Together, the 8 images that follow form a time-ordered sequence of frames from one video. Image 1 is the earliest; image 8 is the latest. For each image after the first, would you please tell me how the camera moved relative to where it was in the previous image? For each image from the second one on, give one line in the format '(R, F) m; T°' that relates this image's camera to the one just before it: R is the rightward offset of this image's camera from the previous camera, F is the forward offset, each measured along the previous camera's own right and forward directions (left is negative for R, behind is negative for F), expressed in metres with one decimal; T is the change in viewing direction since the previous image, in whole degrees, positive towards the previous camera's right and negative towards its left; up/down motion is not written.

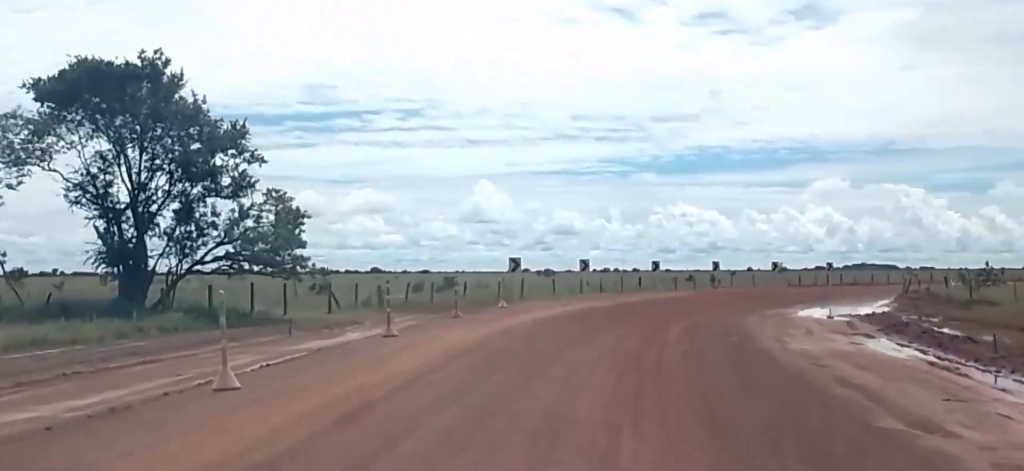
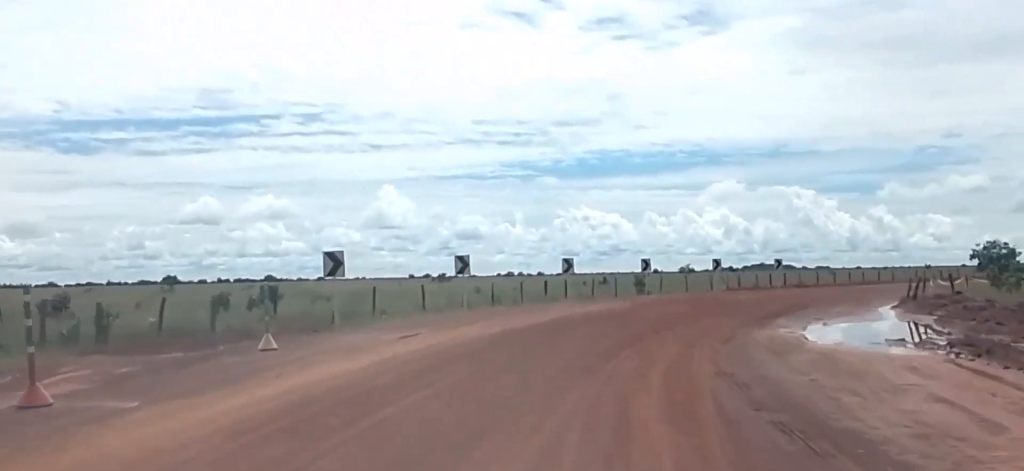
(+0.6, +16.9) m; +4°
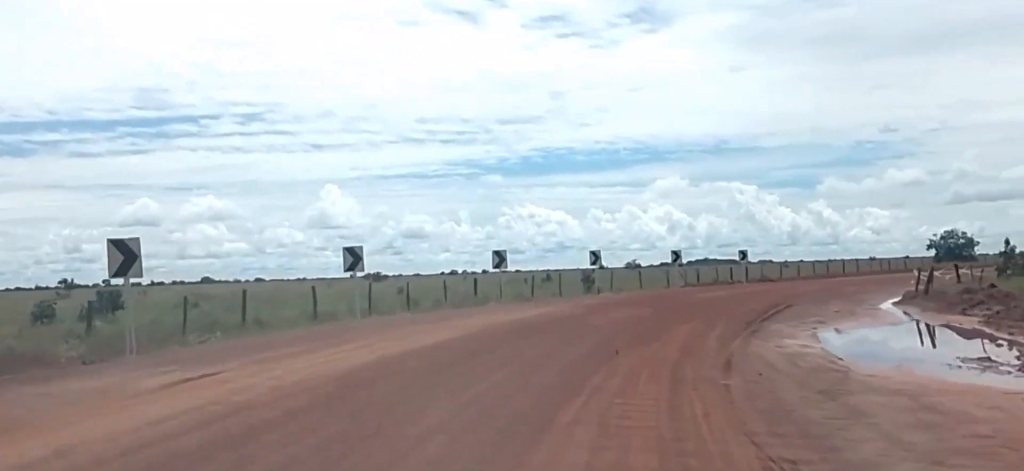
(+0.2, +8.6) m; +3°
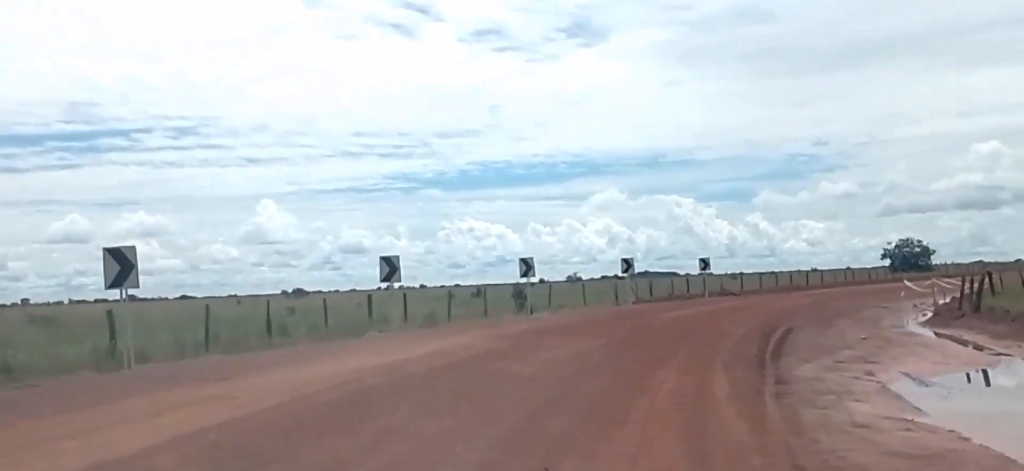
(+0.4, +11.9) m; +4°
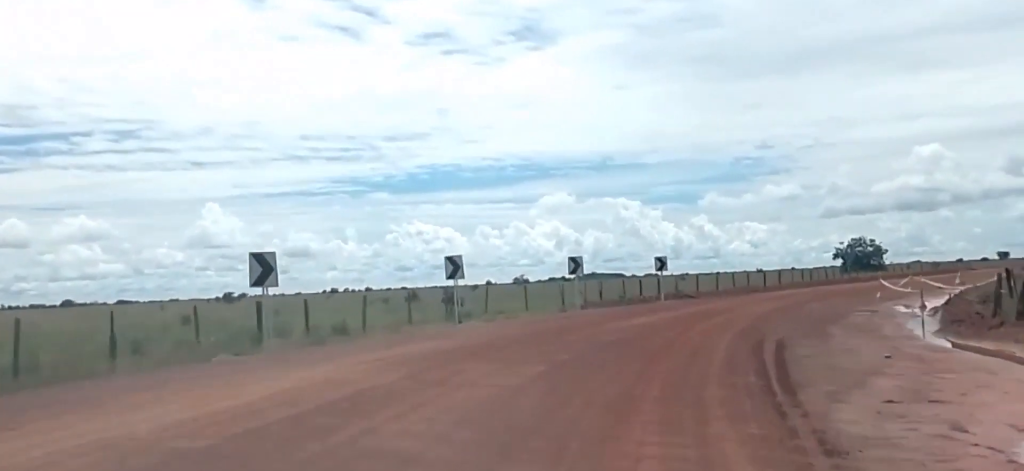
(+0.1, +8.6) m; +3°
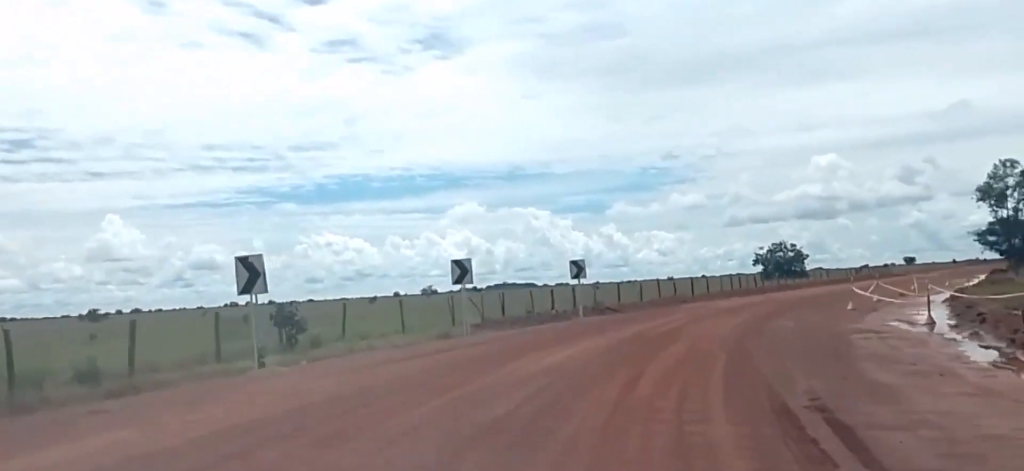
(+0.6, +16.7) m; +4°
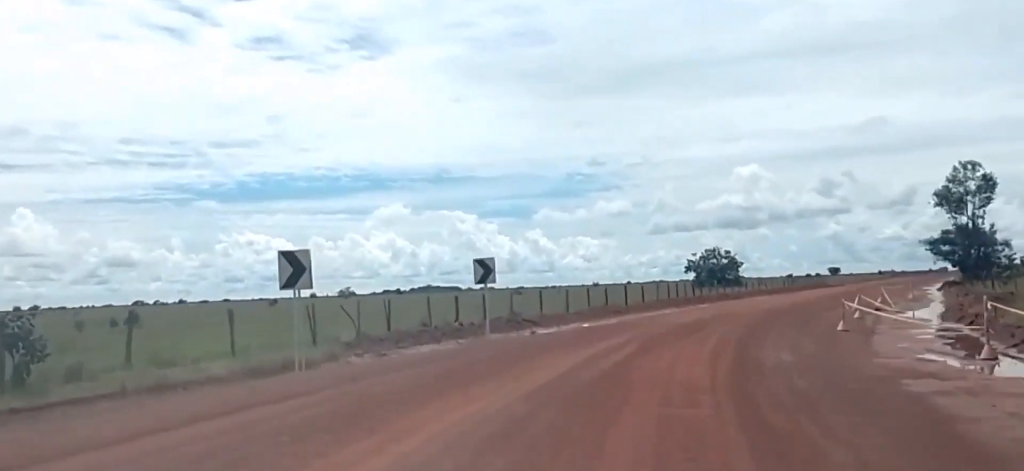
(+0.5, +13.6) m; +3°
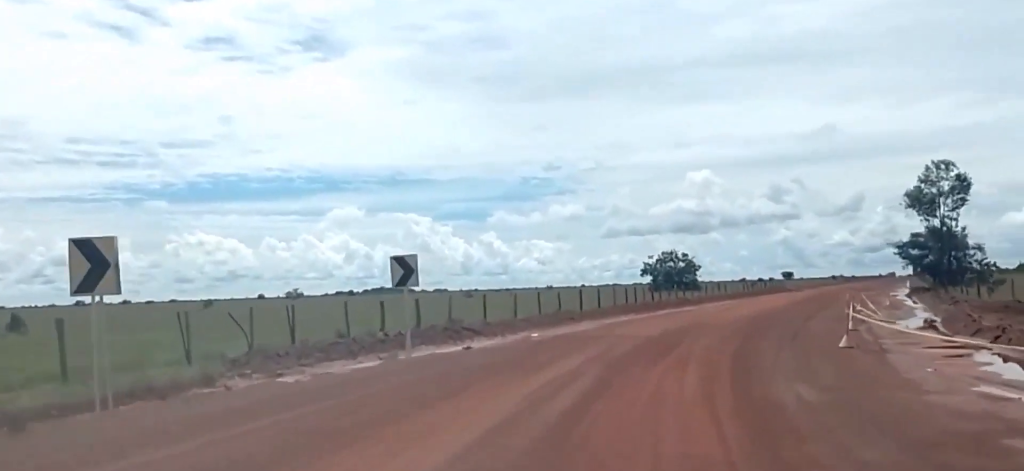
(+0.2, +8.1) m; +2°
